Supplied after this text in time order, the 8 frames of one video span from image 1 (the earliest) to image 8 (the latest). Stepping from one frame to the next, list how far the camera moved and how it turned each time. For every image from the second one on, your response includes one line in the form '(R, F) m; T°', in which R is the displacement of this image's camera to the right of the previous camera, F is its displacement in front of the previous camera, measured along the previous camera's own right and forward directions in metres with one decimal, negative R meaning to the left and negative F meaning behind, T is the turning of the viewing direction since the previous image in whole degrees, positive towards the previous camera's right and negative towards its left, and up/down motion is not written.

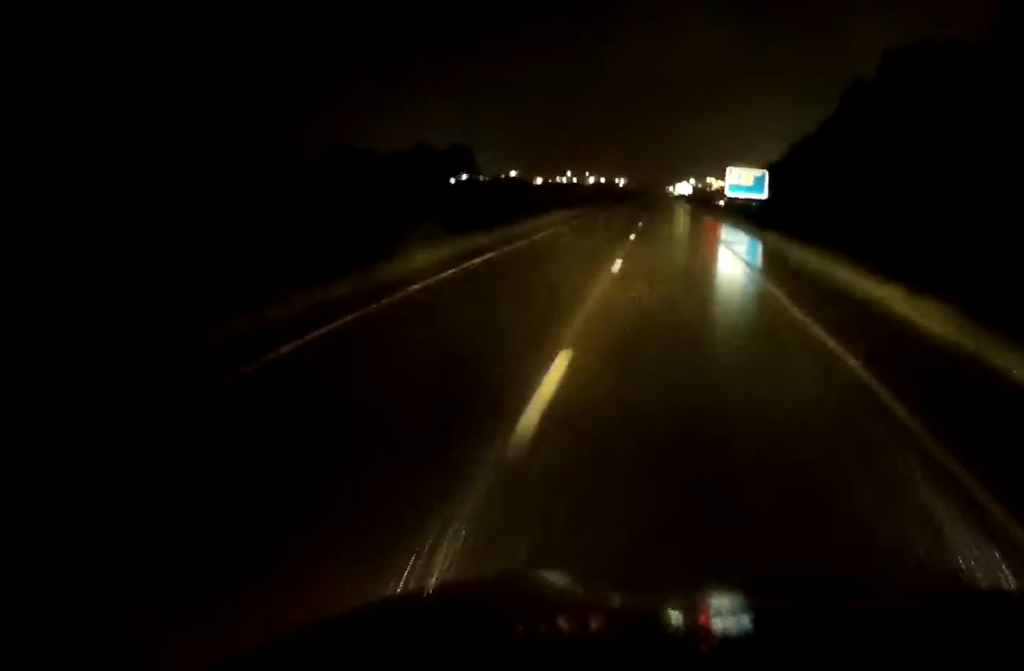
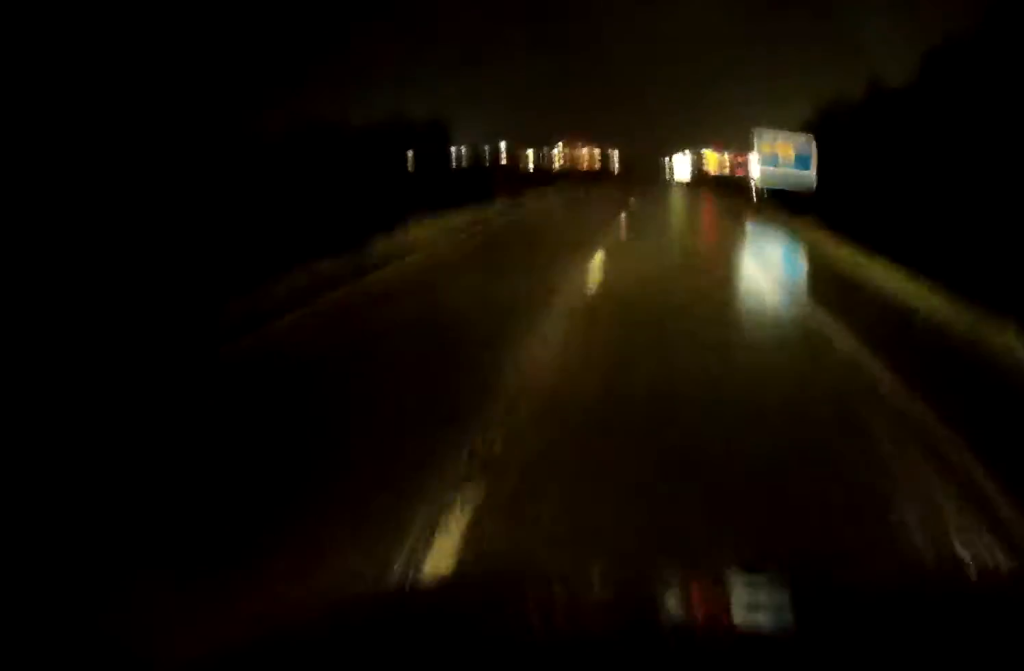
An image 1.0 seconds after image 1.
(0.0, +29.3) m; 0°
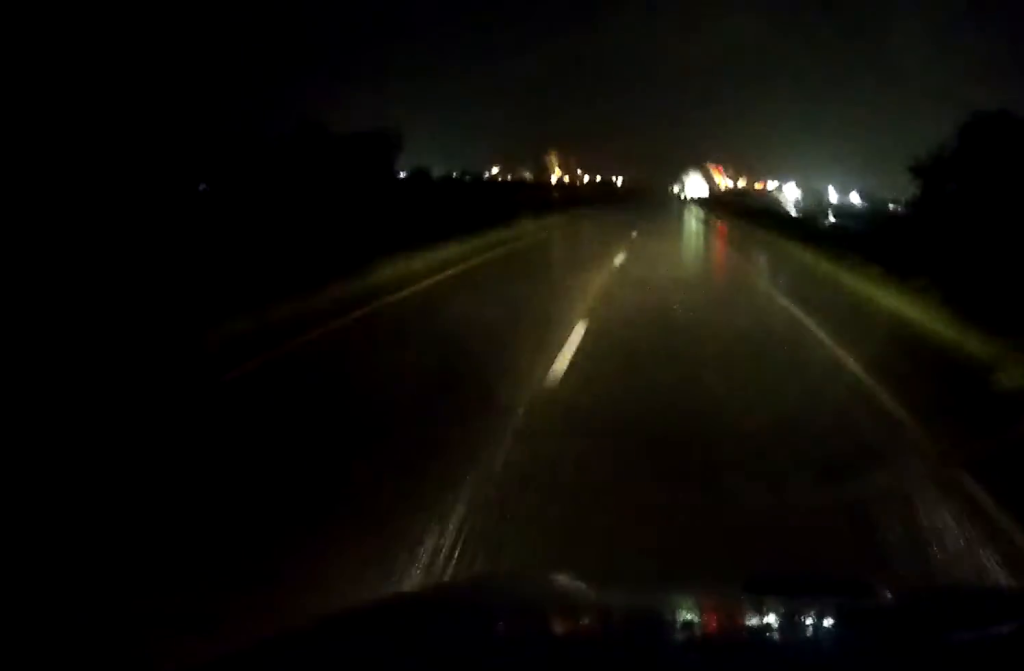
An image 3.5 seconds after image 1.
(+0.3, +78.2) m; 0°
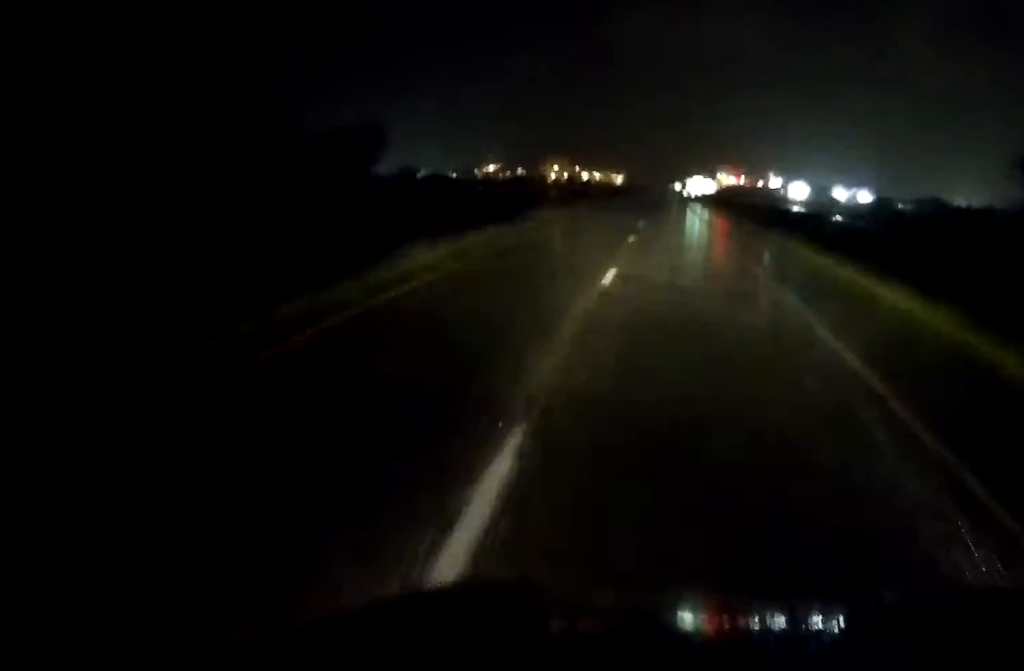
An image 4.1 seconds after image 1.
(0.0, +17.3) m; 0°
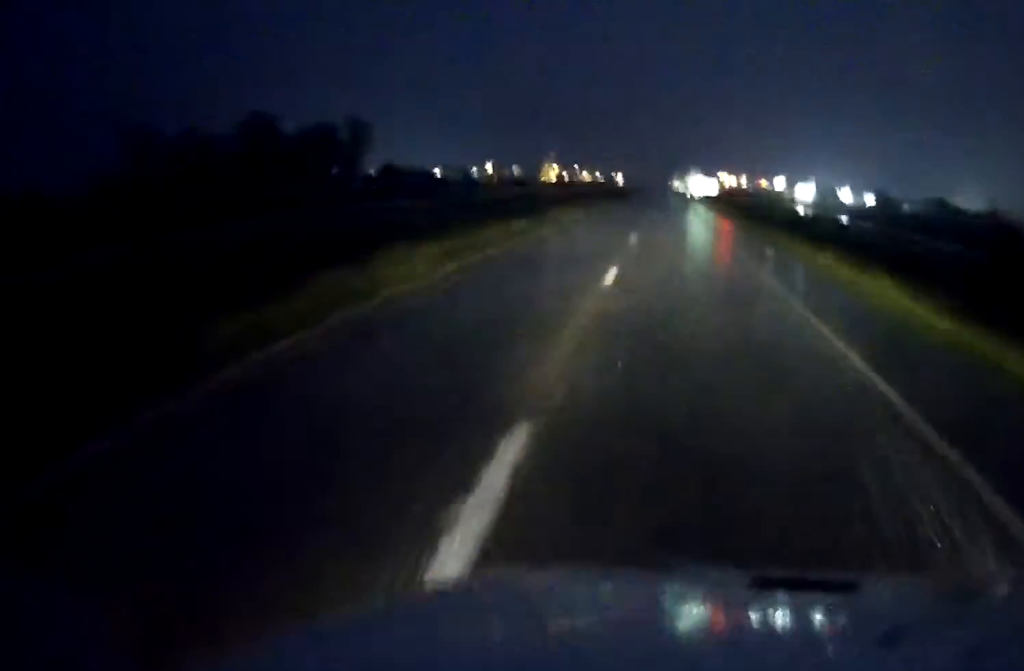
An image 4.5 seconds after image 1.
(0.0, +12.2) m; 0°
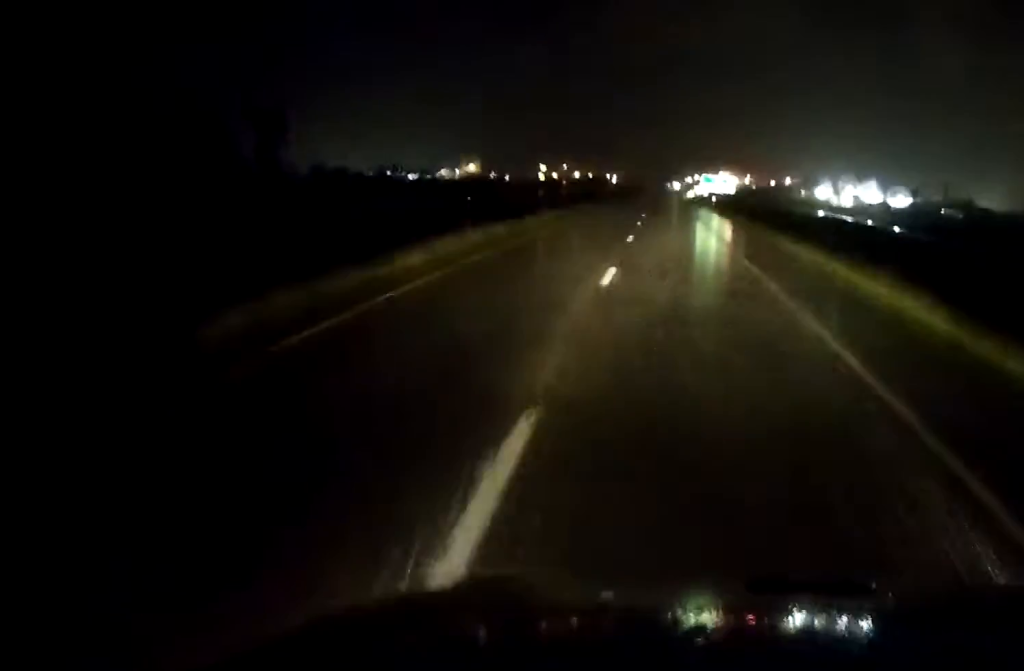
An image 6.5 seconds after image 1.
(0.0, +60.6) m; 0°
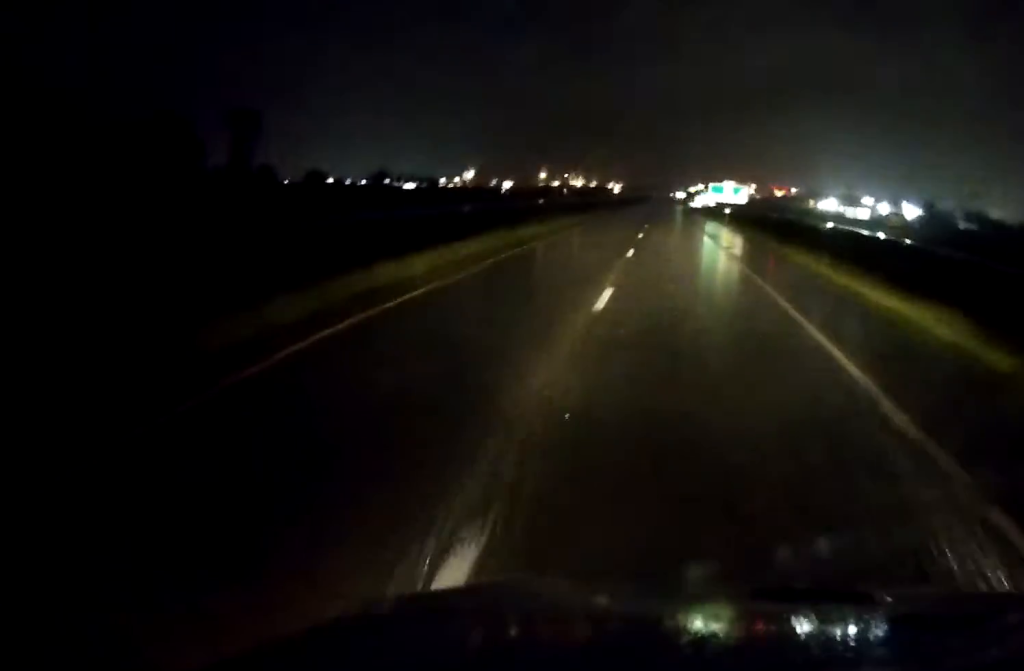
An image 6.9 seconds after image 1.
(0.0, +14.4) m; 0°
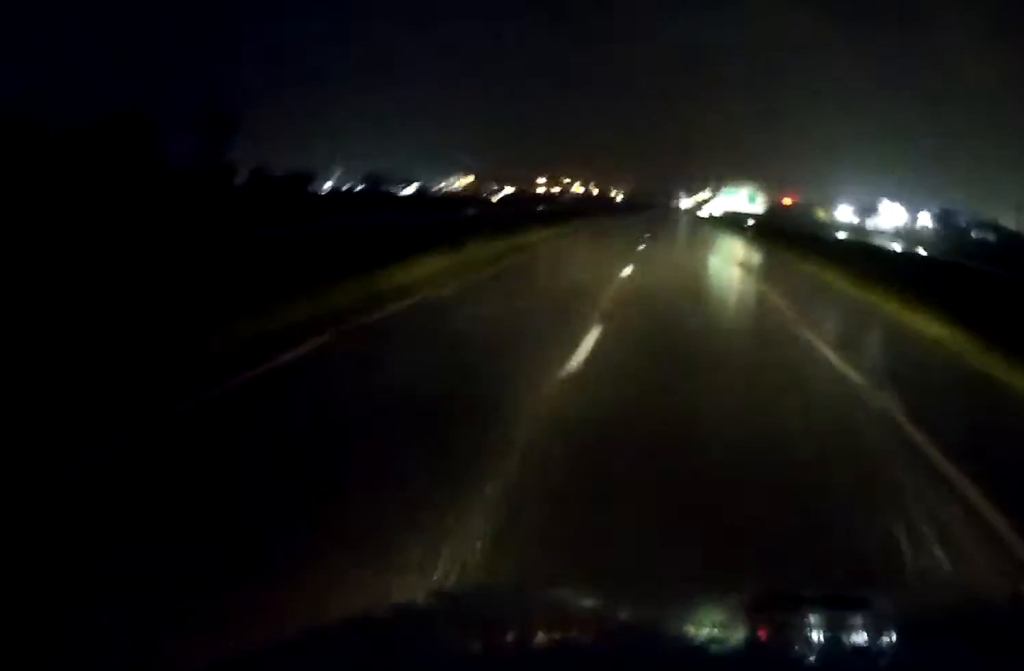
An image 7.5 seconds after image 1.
(0.0, +16.5) m; 0°
